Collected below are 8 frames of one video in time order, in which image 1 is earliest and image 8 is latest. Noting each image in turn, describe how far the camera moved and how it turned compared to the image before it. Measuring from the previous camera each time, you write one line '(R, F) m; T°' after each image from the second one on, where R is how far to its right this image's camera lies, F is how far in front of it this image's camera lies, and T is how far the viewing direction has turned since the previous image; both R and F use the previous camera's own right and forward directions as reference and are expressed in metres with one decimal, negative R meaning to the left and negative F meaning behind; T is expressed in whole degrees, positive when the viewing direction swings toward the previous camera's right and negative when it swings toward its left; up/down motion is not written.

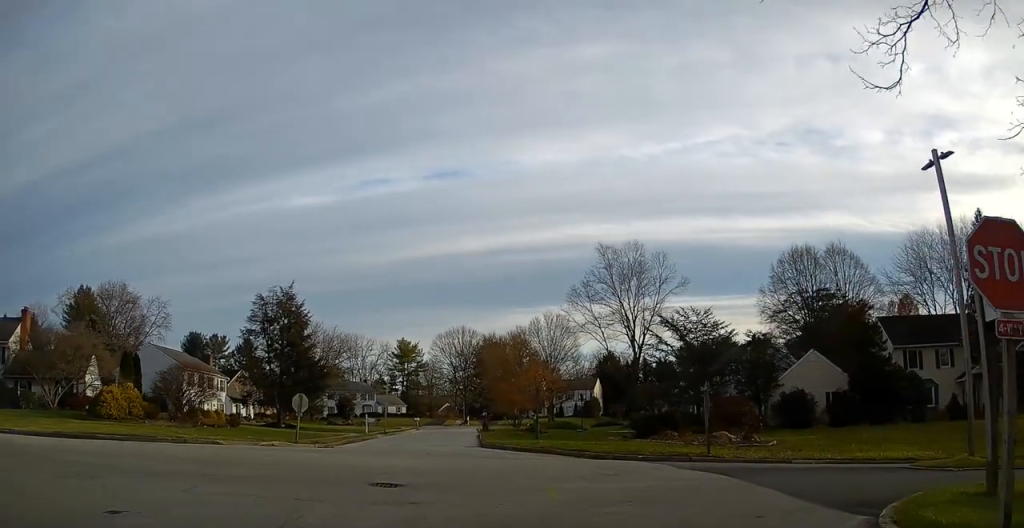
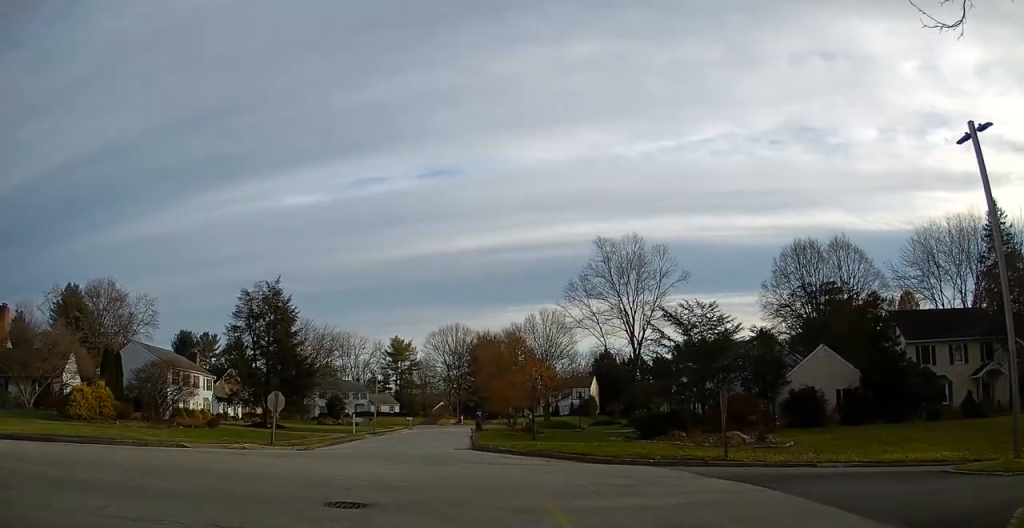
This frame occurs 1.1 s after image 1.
(-0.7, +4.8) m; -12°
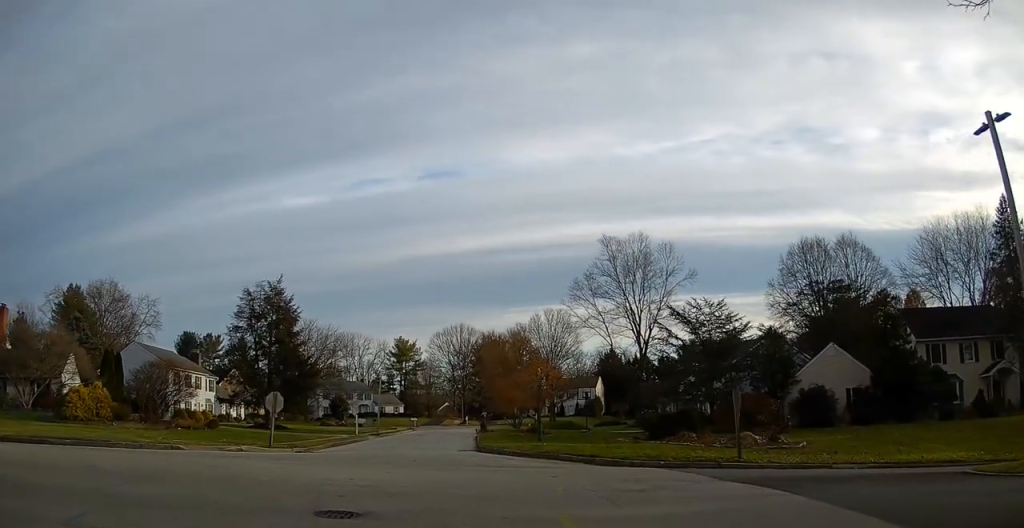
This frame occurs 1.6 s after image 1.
(0.0, +1.3) m; -1°
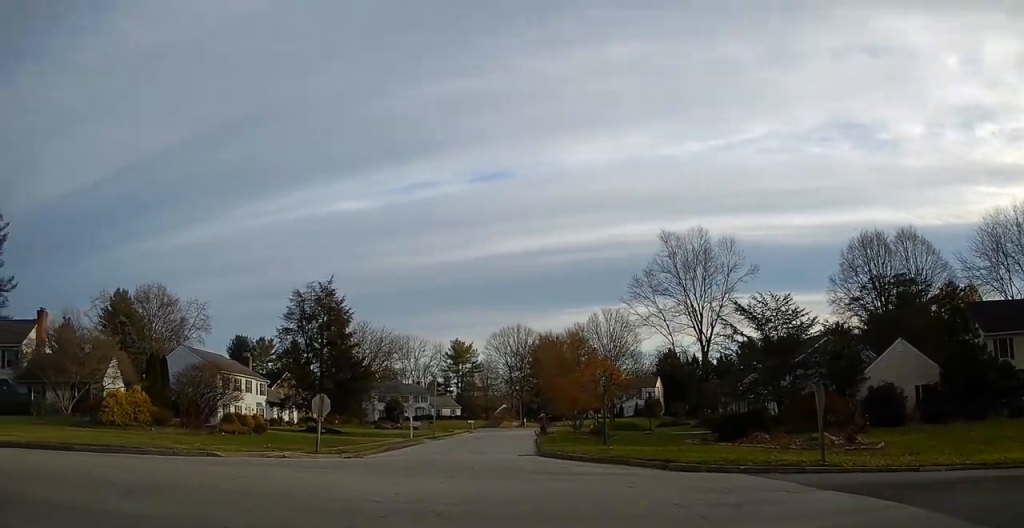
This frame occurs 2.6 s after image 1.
(0.0, +1.7) m; -1°
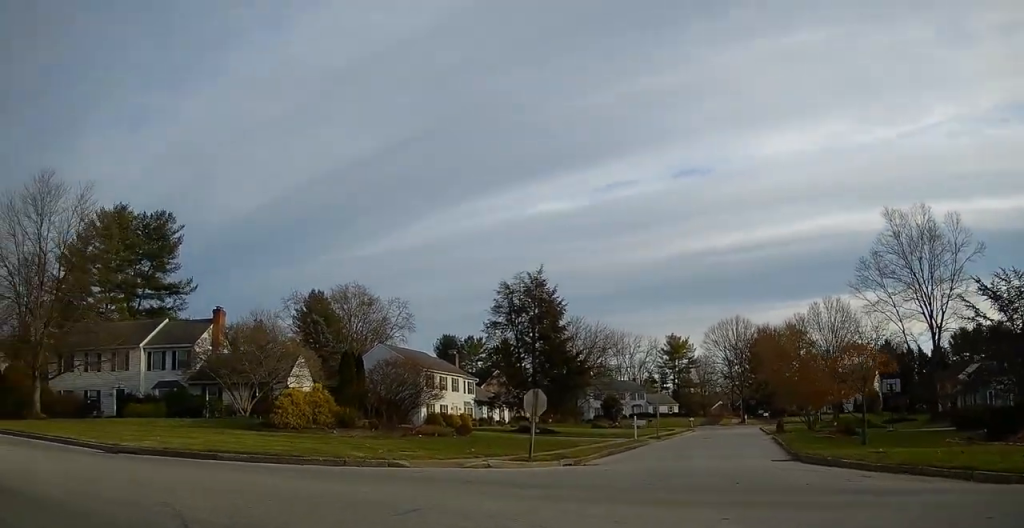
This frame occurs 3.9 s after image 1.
(-0.2, +2.8) m; -13°
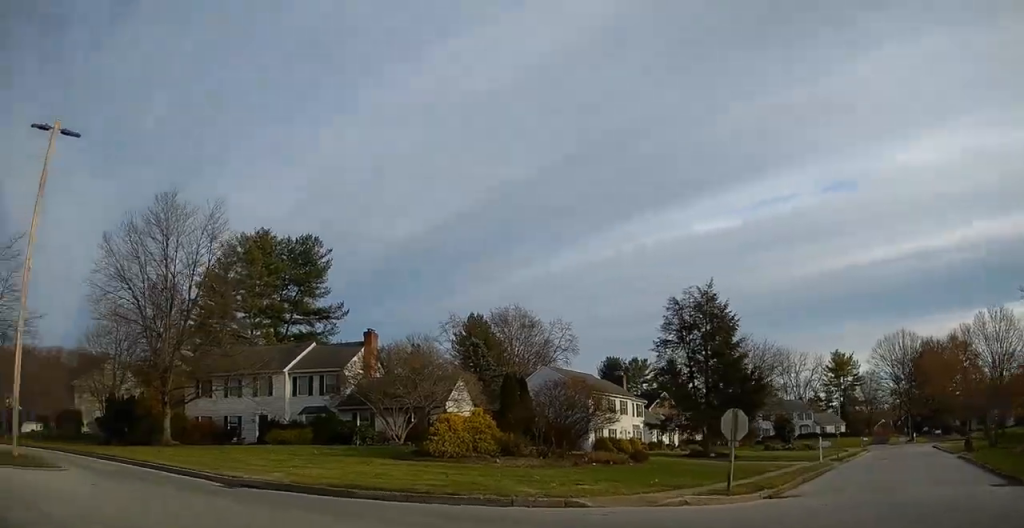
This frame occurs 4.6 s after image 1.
(-0.3, +2.7) m; -11°
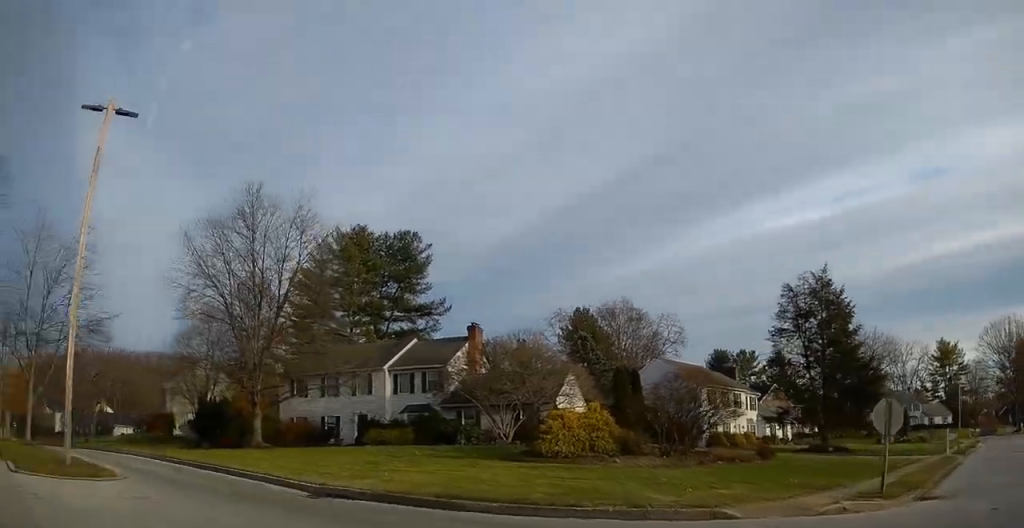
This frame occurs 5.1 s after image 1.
(0.0, +2.2) m; -8°
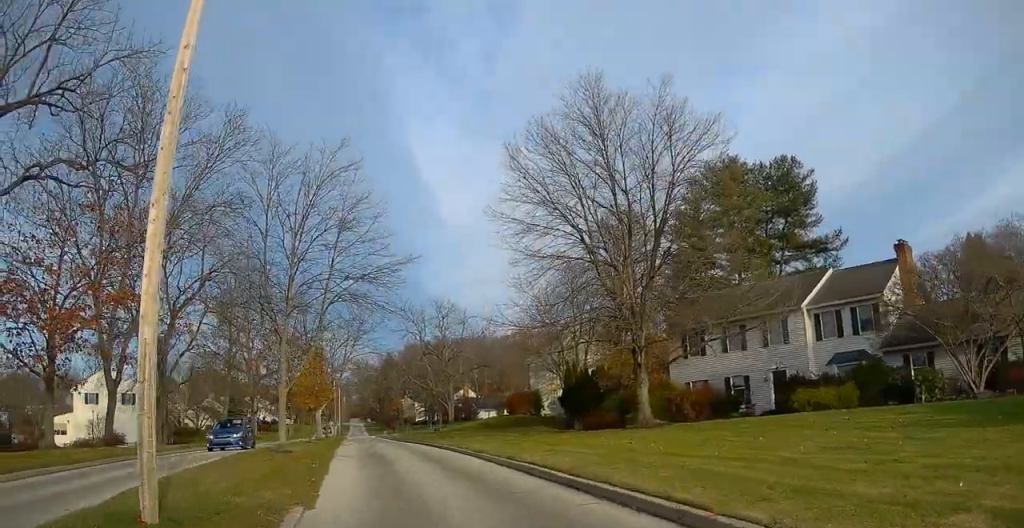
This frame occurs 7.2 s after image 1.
(-3.1, +10.7) m; -28°
